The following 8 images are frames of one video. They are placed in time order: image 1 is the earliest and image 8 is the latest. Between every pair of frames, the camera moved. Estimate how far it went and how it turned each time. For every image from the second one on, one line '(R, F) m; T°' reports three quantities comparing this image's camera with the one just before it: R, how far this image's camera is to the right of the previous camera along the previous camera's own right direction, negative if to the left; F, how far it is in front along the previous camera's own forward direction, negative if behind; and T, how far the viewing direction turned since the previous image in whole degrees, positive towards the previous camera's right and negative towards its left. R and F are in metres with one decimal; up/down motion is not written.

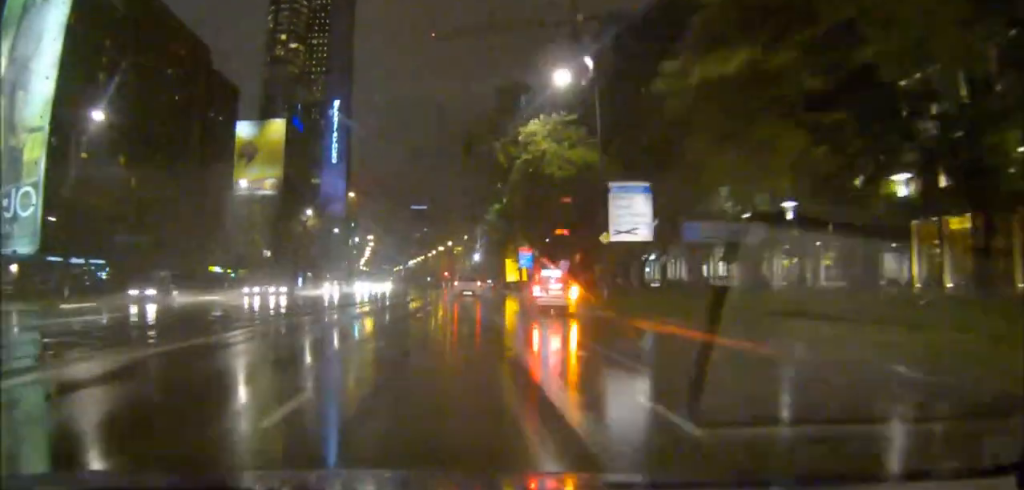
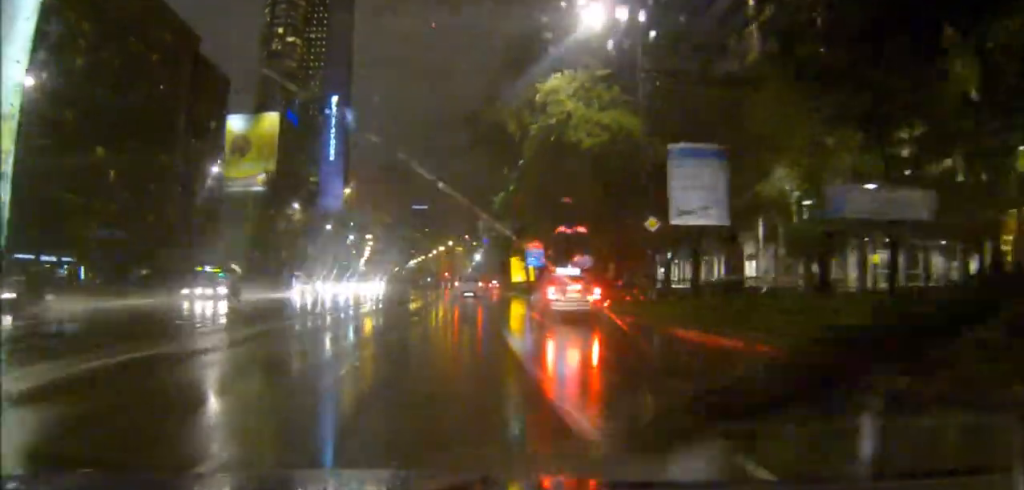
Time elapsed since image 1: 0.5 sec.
(+0.1, +9.0) m; 0°
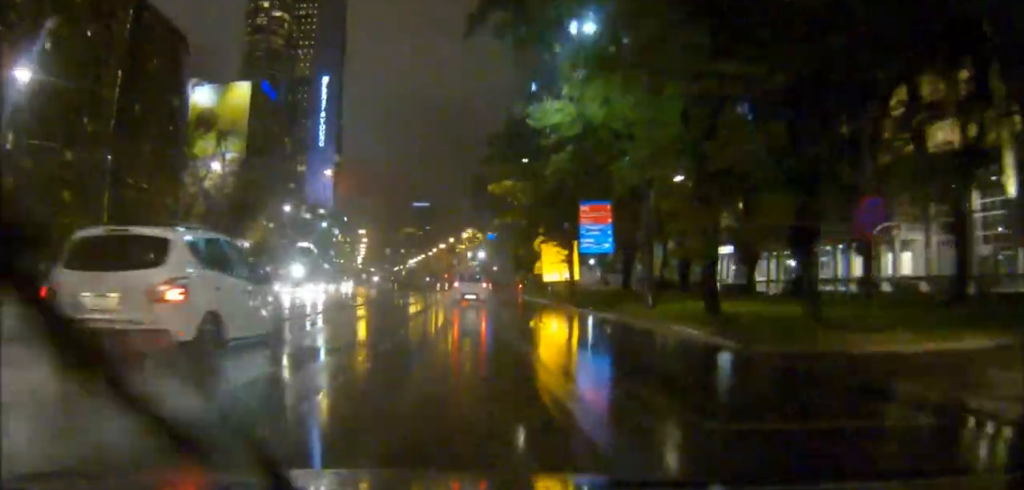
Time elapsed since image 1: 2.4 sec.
(-0.1, +32.7) m; 0°
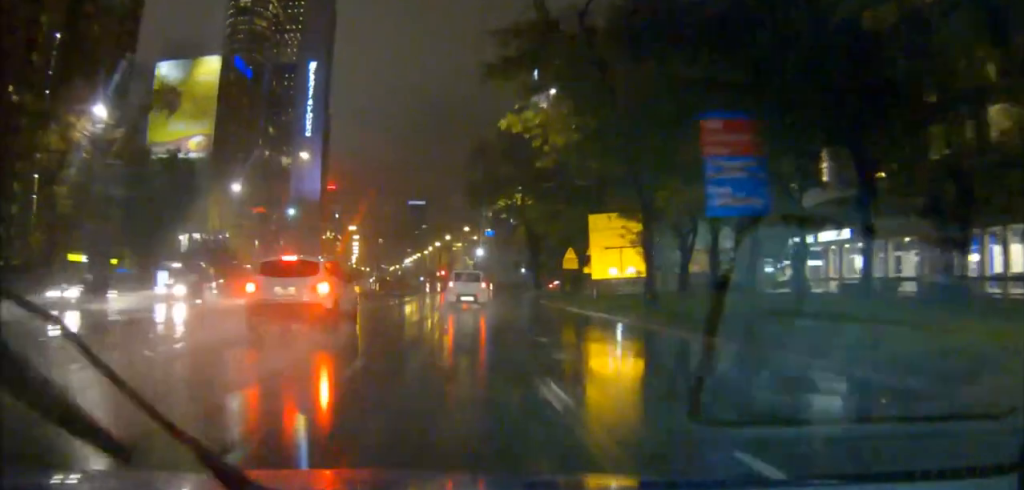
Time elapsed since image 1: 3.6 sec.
(+0.1, +21.3) m; 0°
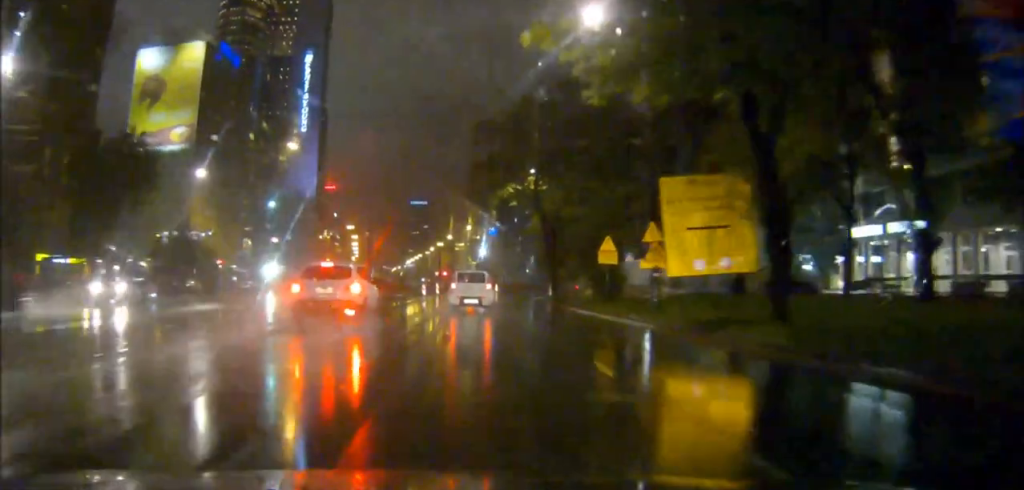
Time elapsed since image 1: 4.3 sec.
(-0.1, +11.5) m; 0°
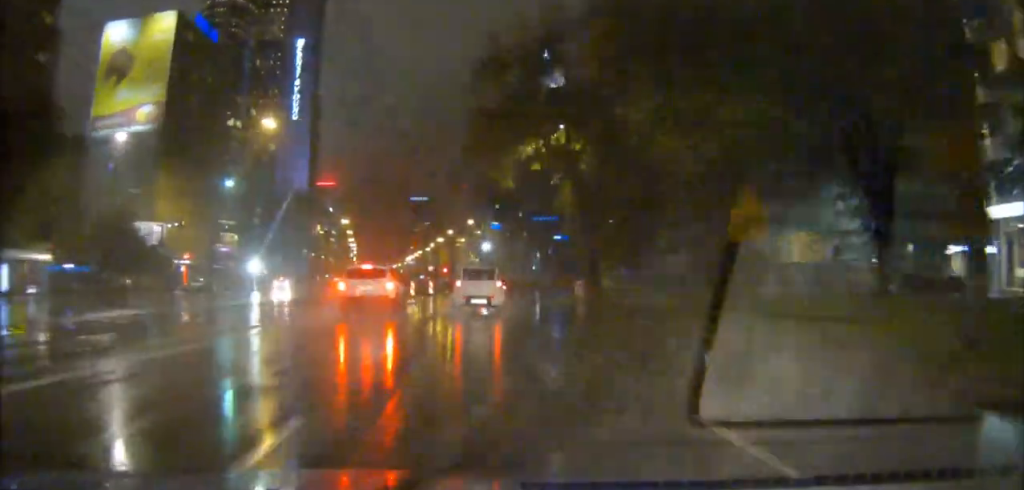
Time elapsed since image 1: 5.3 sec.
(+0.1, +17.6) m; +1°
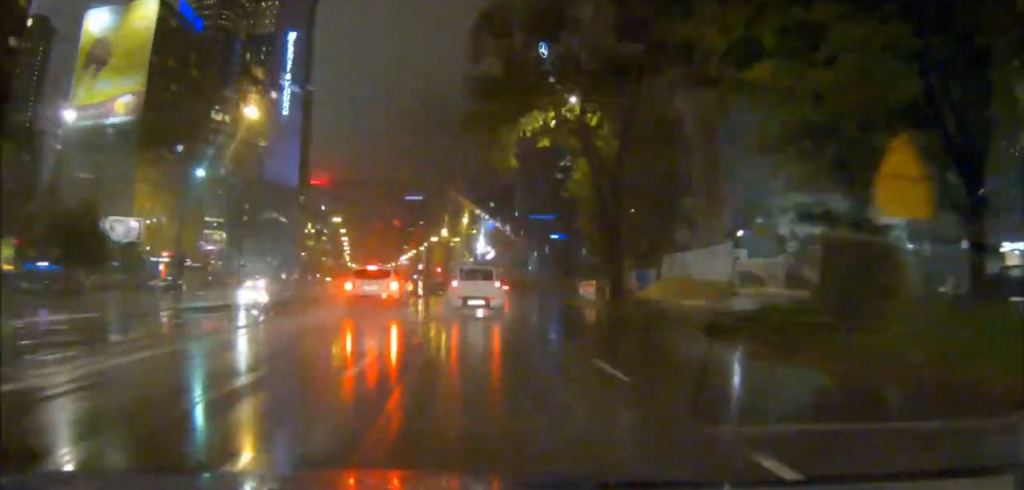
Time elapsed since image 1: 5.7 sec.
(0.0, +7.2) m; +1°
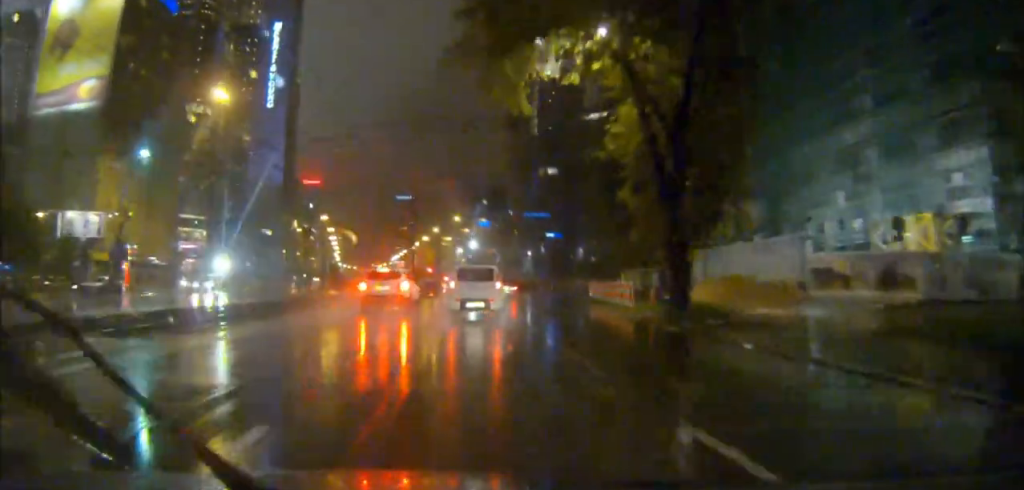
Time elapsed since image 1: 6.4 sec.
(+0.2, +11.0) m; +2°
